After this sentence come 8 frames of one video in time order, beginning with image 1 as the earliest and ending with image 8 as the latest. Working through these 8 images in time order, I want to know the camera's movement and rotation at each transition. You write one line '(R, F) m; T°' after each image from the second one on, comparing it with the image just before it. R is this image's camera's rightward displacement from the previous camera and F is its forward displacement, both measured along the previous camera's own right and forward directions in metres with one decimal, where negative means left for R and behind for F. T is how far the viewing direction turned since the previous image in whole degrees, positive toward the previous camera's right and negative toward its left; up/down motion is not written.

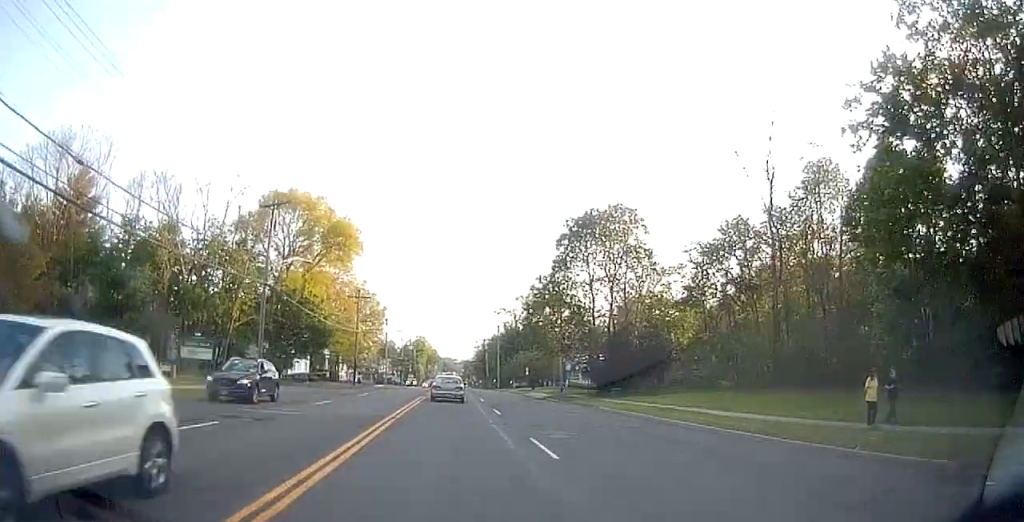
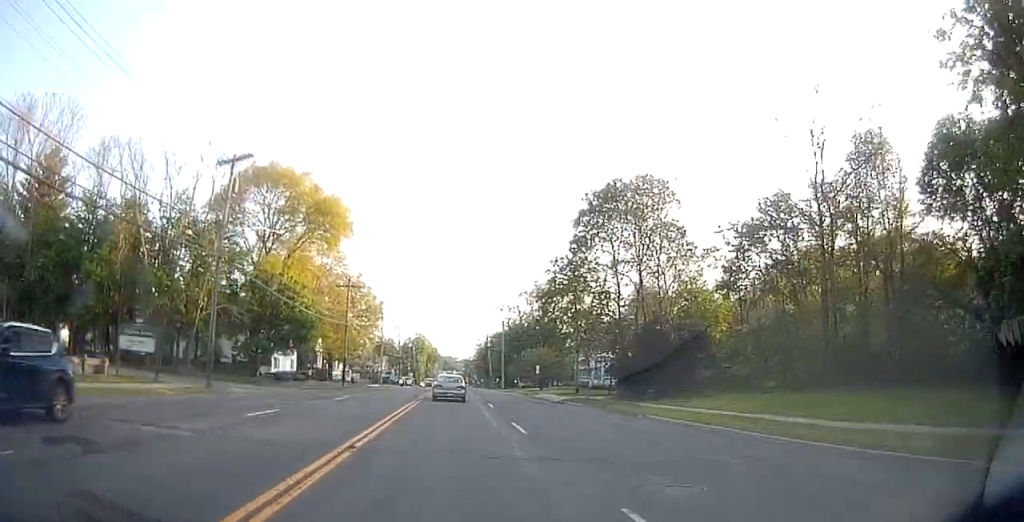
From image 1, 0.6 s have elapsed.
(-0.1, +8.0) m; 0°
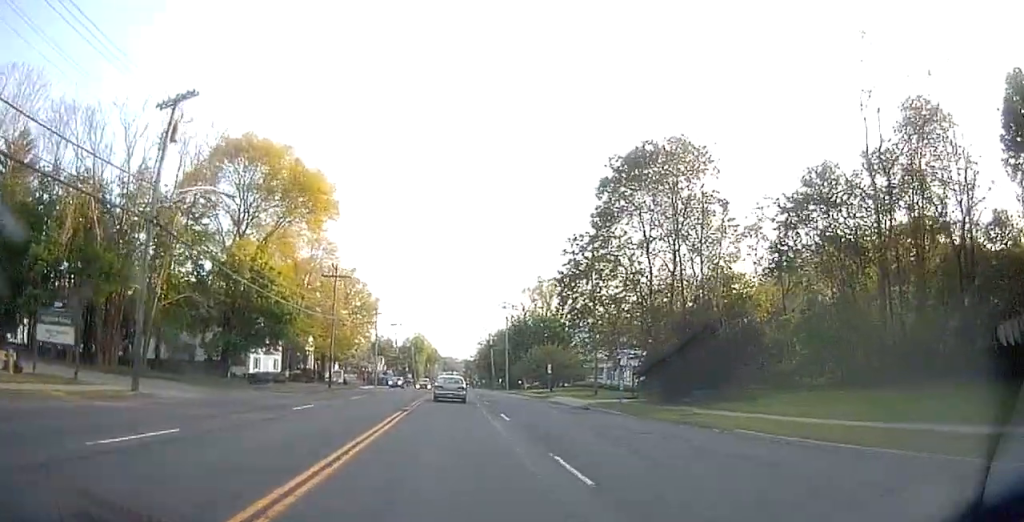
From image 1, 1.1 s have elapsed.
(-0.3, +7.5) m; 0°
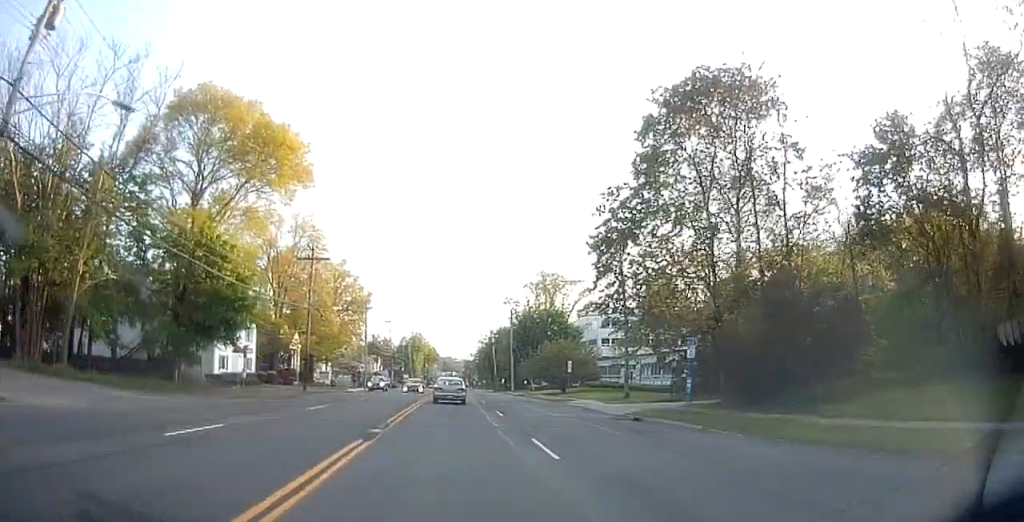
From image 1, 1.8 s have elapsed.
(+0.2, +9.7) m; 0°
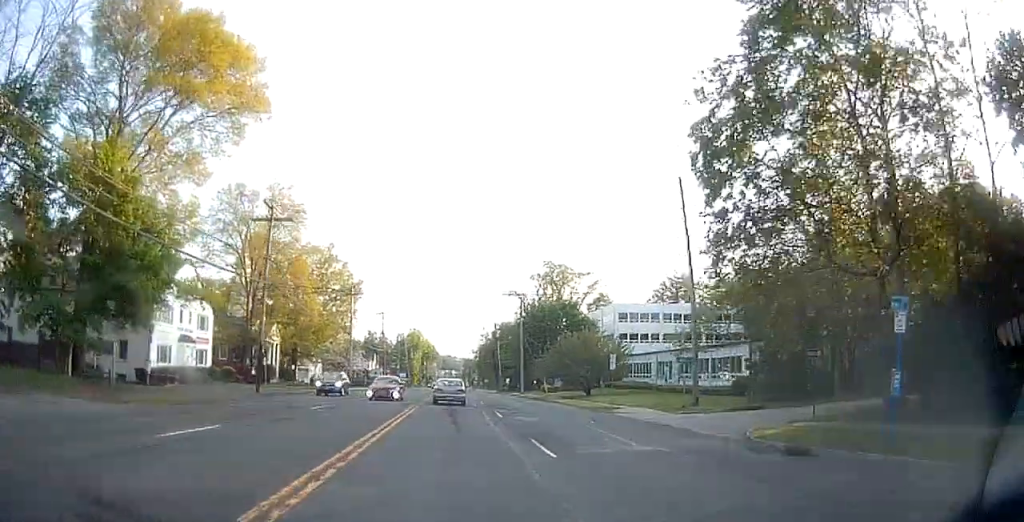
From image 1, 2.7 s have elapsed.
(0.0, +12.2) m; 0°
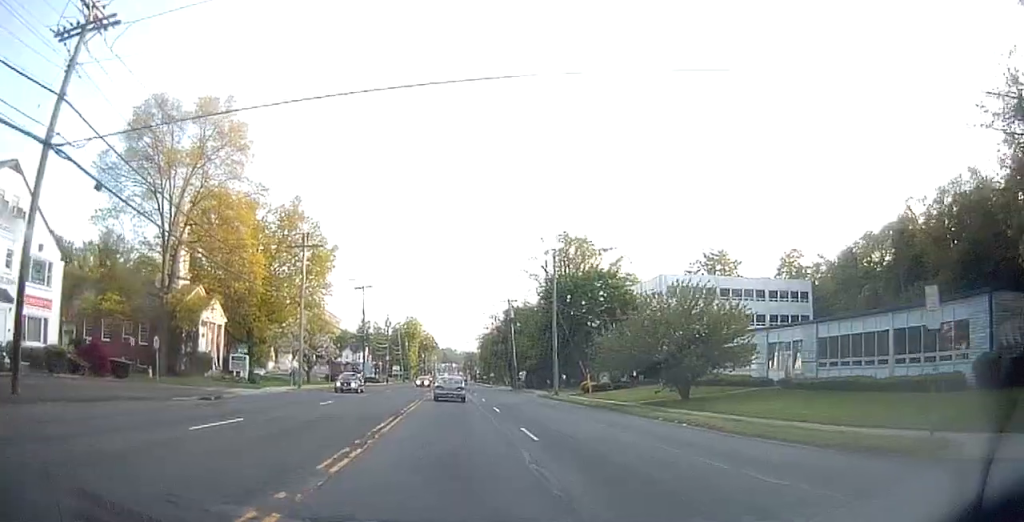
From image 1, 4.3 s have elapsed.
(-0.1, +23.5) m; +1°
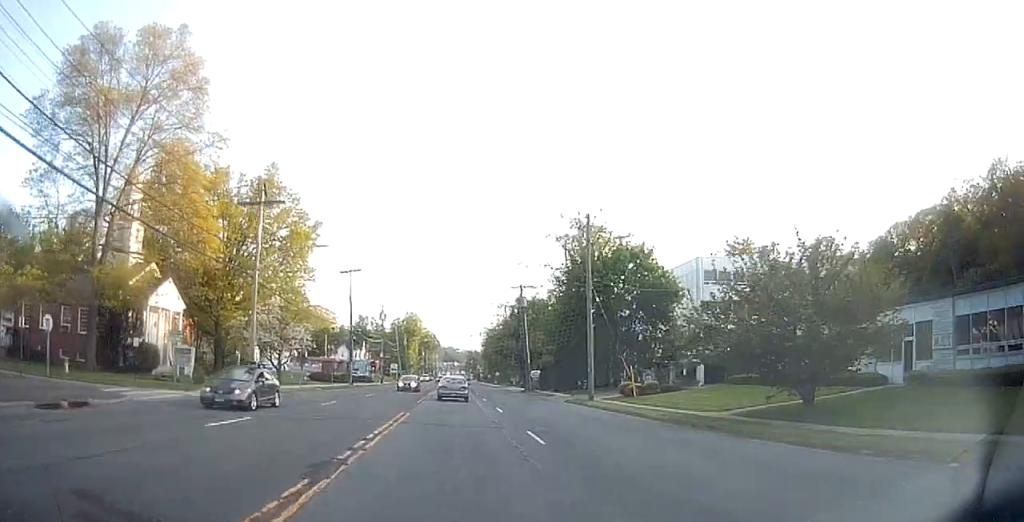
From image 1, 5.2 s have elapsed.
(+0.2, +12.1) m; 0°
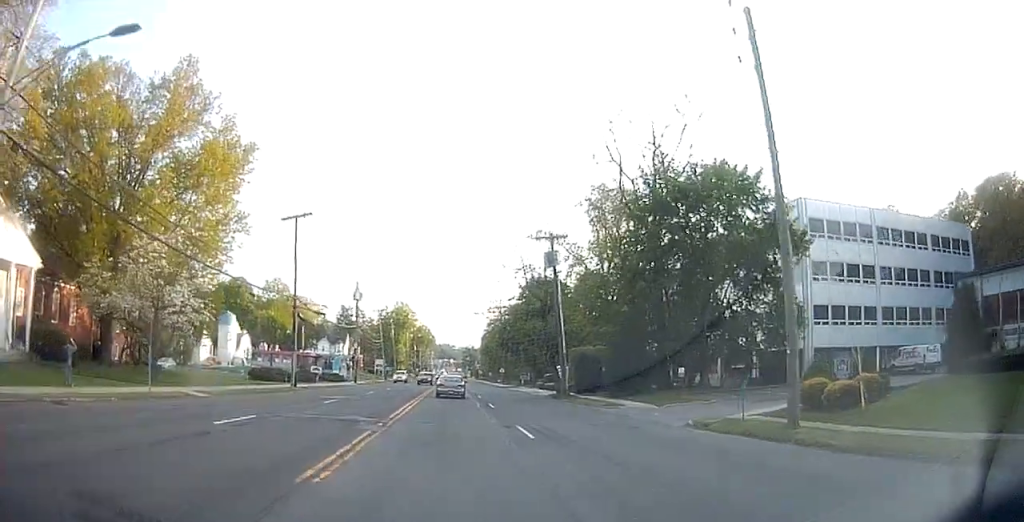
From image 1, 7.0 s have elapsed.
(-0.4, +23.3) m; -1°
